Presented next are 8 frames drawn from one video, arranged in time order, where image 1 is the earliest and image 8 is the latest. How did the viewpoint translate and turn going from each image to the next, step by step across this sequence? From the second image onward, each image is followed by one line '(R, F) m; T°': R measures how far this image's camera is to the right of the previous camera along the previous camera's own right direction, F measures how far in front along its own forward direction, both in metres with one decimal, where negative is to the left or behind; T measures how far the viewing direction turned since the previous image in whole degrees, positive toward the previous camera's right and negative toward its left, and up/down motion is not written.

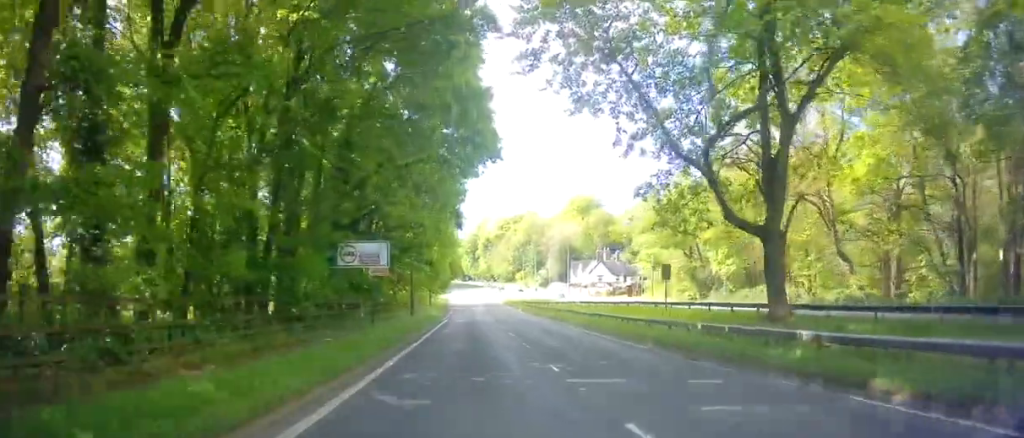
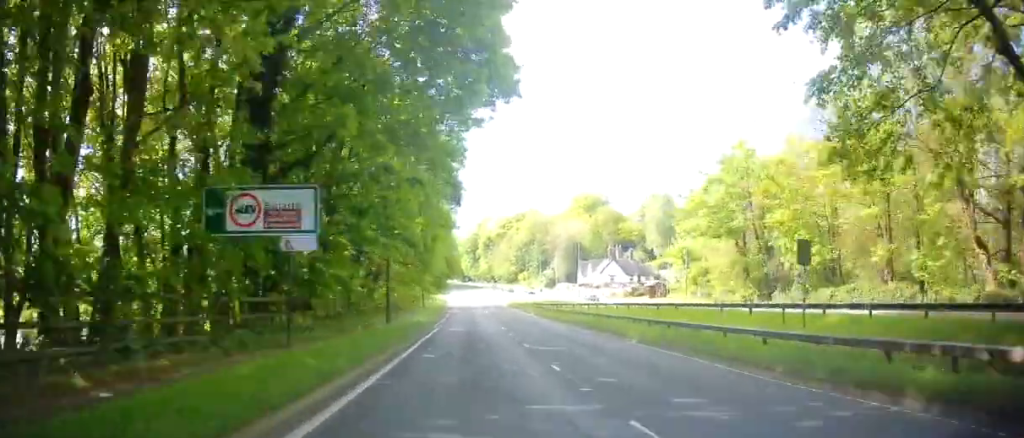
(0.0, +11.5) m; 0°
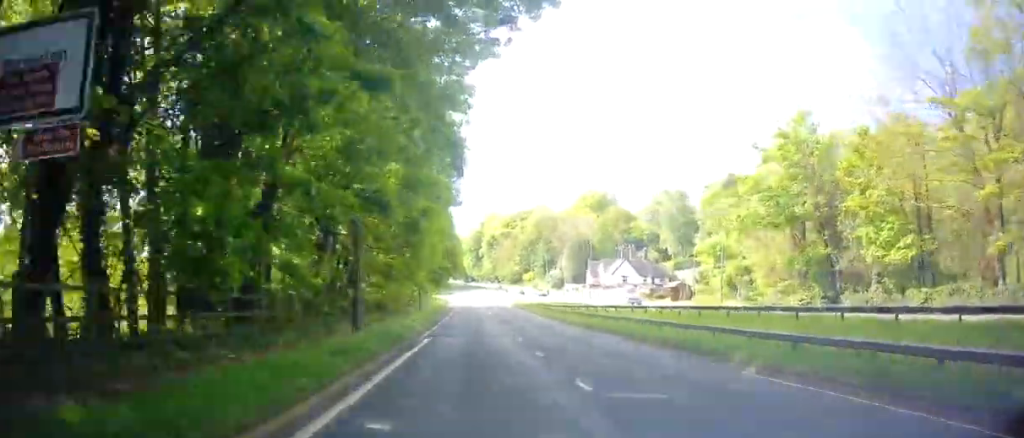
(0.0, +8.4) m; 0°
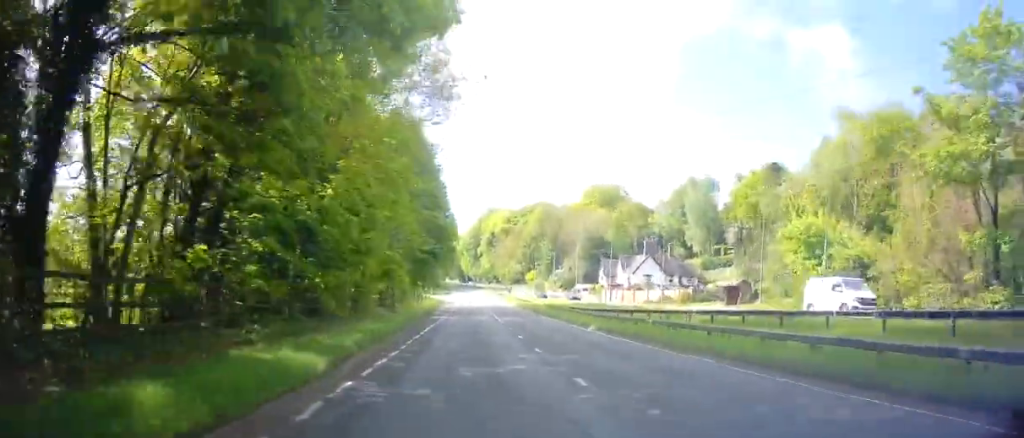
(0.0, +17.4) m; 0°
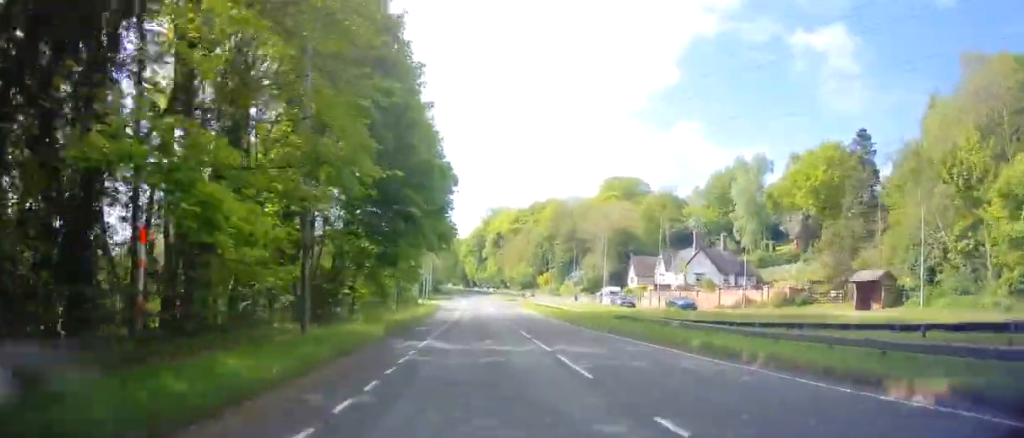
(0.0, +21.3) m; 0°
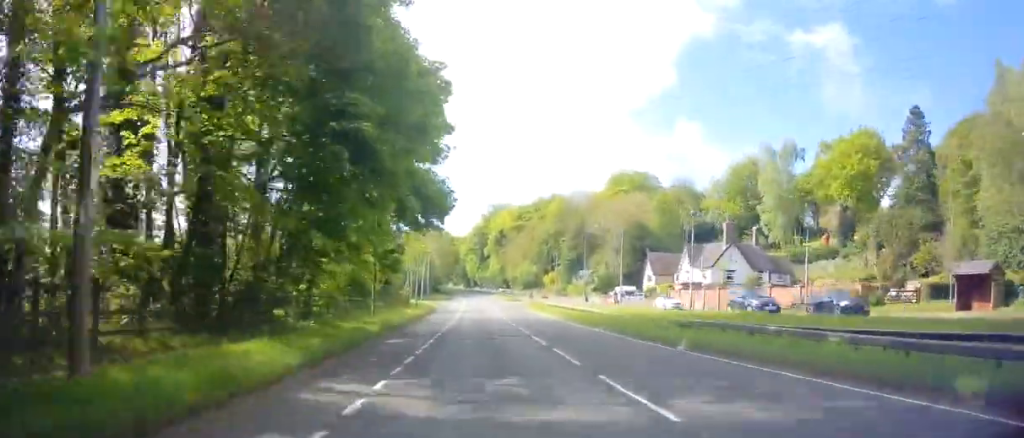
(0.0, +10.3) m; 0°
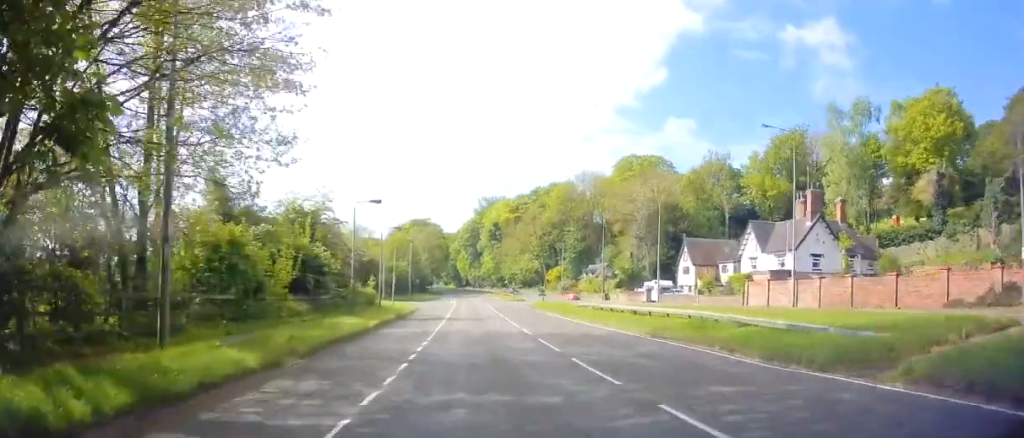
(0.0, +21.4) m; 0°
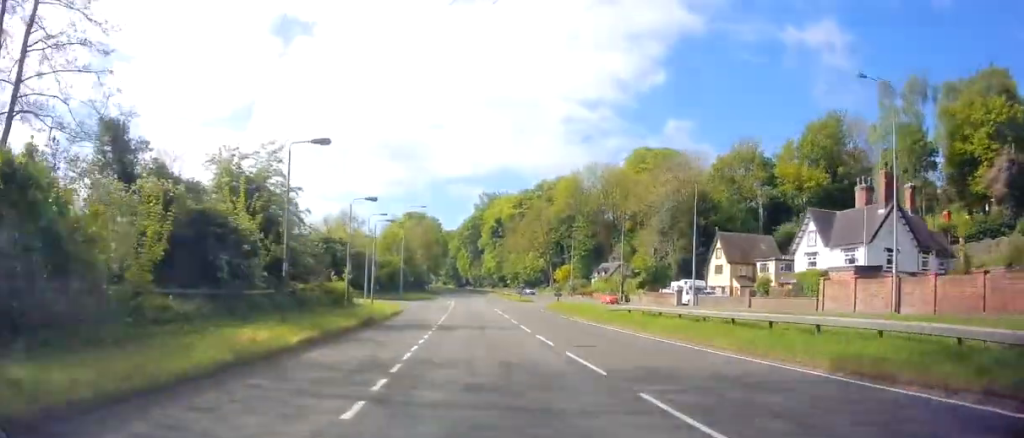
(0.0, +10.9) m; 0°
